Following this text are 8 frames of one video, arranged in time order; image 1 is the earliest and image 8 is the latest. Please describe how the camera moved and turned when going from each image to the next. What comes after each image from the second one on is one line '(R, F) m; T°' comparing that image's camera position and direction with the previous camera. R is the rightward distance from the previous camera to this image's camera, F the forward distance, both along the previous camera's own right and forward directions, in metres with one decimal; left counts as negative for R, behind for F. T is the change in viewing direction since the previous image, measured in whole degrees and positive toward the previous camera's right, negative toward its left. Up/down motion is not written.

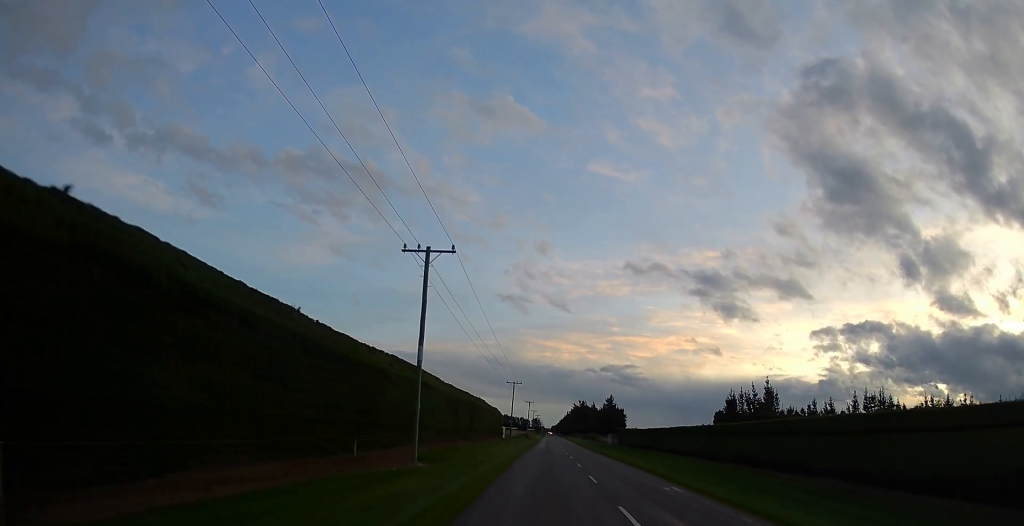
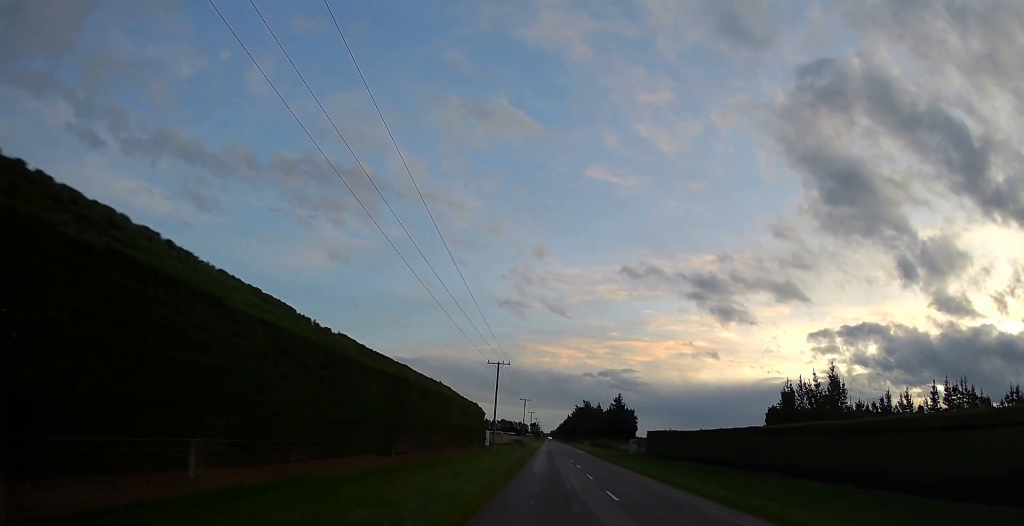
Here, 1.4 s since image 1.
(-1.1, +34.0) m; -2°
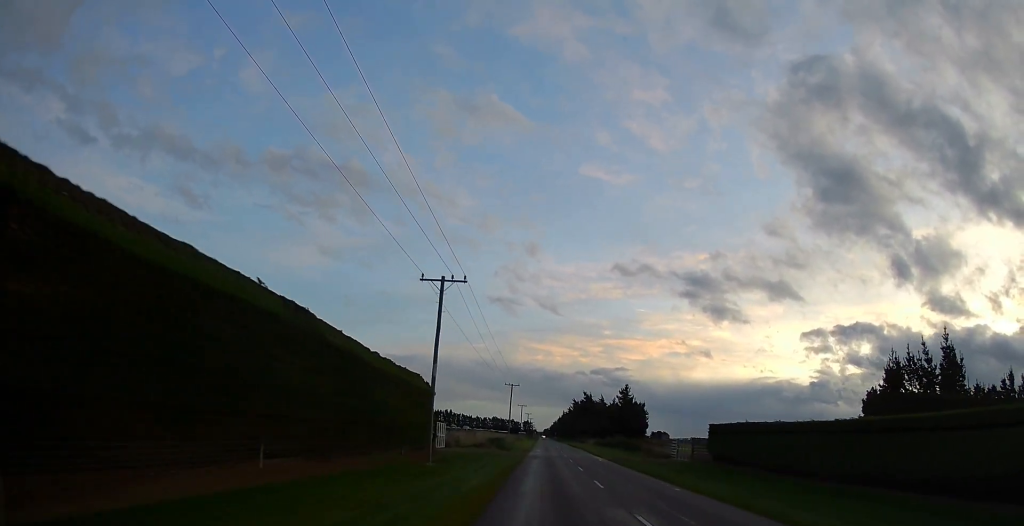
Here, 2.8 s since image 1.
(+0.9, +36.6) m; +2°
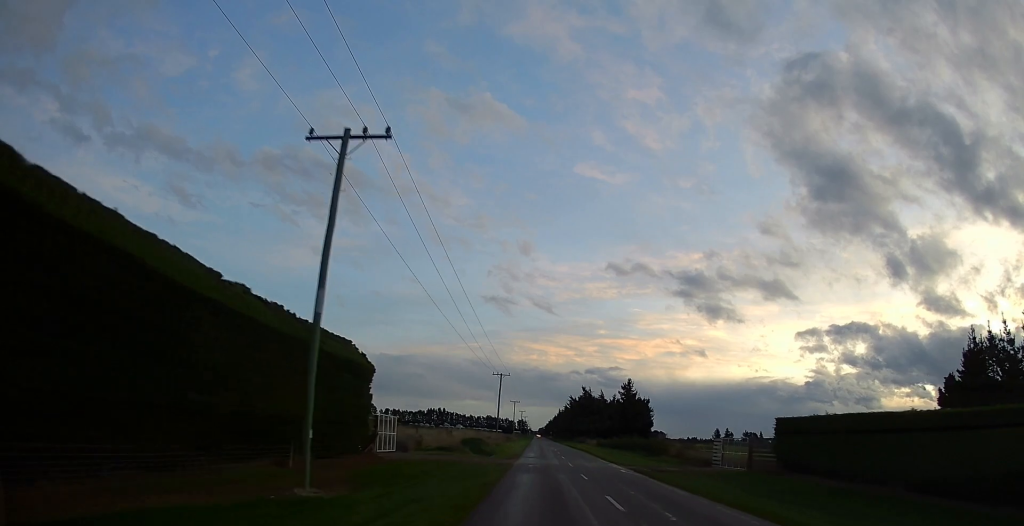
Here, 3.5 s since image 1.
(-0.3, +16.8) m; 0°
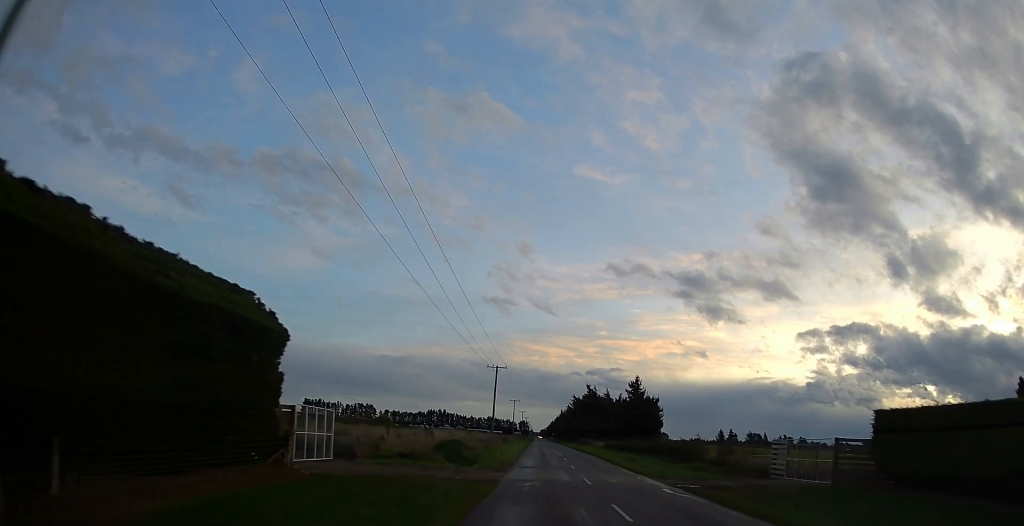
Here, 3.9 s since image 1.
(-0.1, +11.8) m; 0°
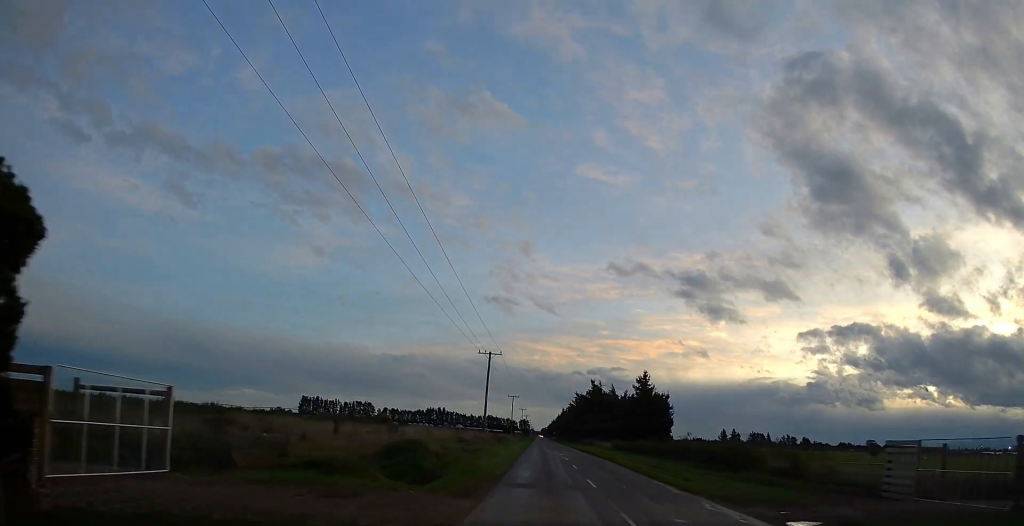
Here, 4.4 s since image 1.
(+0.2, +12.1) m; 0°
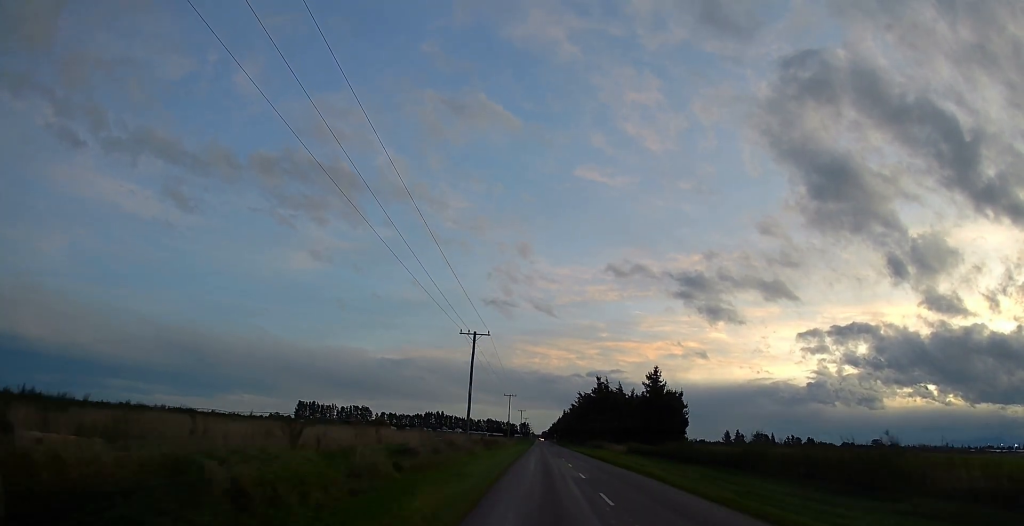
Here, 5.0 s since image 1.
(0.0, +15.0) m; 0°
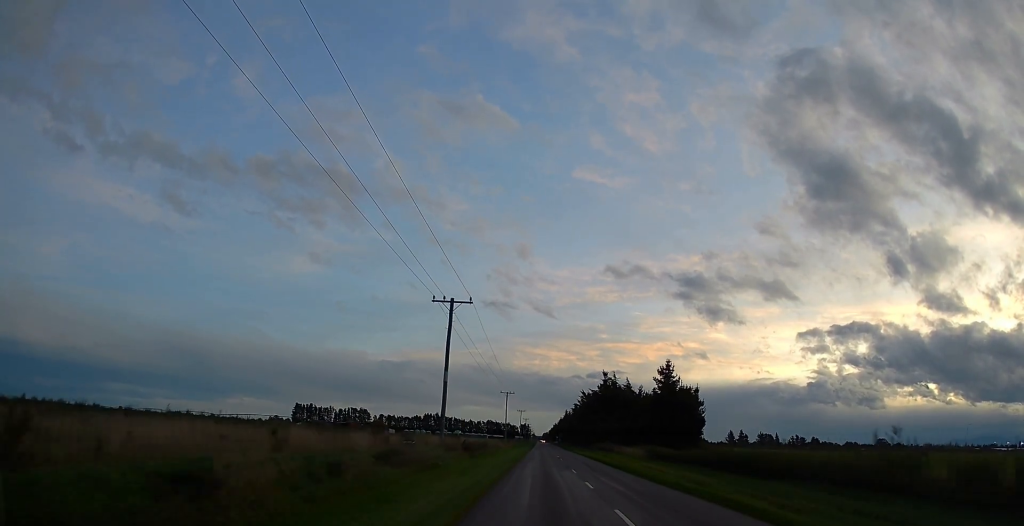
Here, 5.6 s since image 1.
(-0.4, +13.7) m; 0°
